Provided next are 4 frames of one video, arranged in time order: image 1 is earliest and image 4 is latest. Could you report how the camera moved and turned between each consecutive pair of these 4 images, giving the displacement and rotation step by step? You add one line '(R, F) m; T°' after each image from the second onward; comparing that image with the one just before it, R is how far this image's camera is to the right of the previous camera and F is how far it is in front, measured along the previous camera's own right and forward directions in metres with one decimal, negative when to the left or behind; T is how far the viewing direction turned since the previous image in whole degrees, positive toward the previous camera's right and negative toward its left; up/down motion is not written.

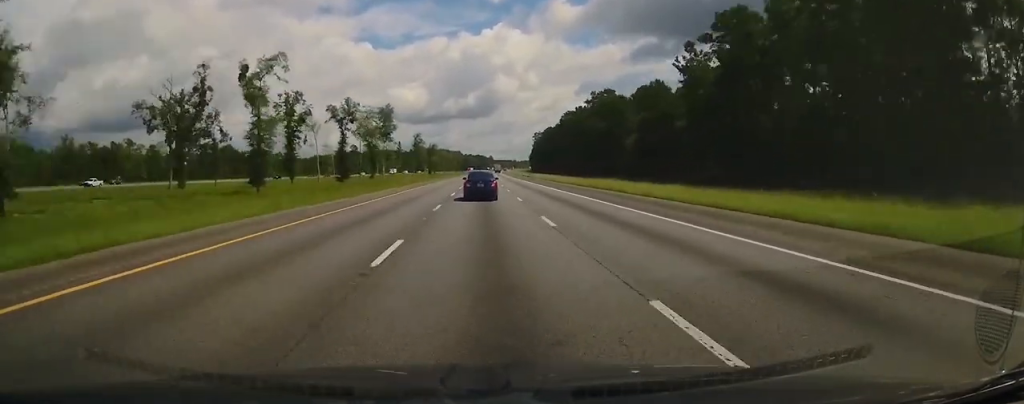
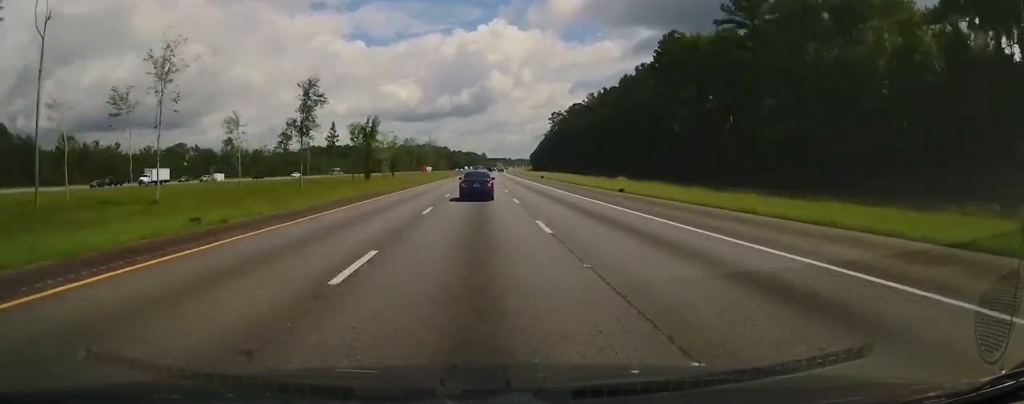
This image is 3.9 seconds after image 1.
(+1.5, +150.5) m; +1°
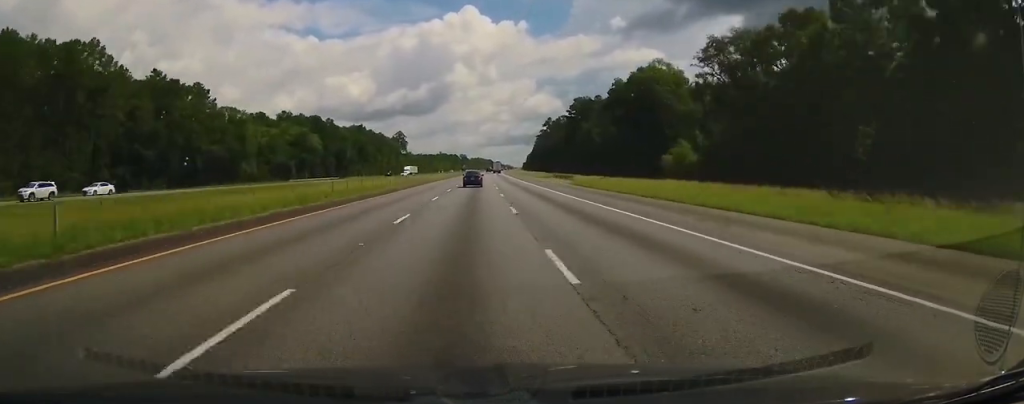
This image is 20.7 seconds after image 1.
(+23.0, +574.7) m; +5°
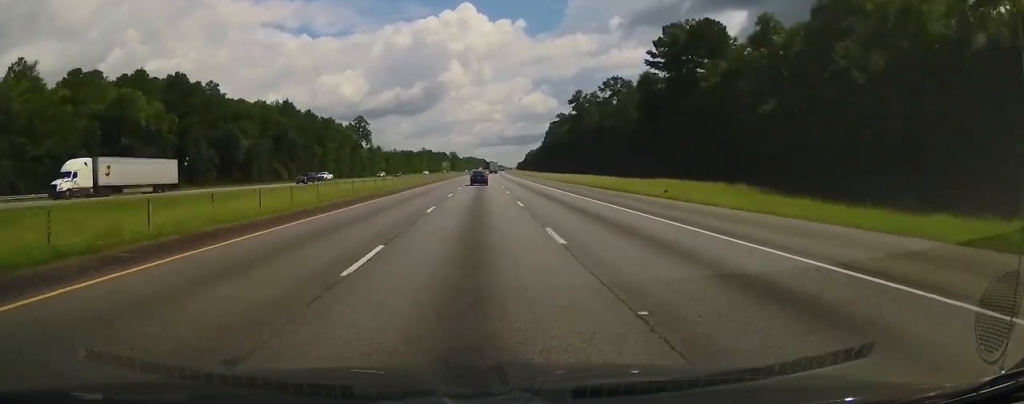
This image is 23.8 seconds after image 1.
(+0.7, +105.2) m; +1°
